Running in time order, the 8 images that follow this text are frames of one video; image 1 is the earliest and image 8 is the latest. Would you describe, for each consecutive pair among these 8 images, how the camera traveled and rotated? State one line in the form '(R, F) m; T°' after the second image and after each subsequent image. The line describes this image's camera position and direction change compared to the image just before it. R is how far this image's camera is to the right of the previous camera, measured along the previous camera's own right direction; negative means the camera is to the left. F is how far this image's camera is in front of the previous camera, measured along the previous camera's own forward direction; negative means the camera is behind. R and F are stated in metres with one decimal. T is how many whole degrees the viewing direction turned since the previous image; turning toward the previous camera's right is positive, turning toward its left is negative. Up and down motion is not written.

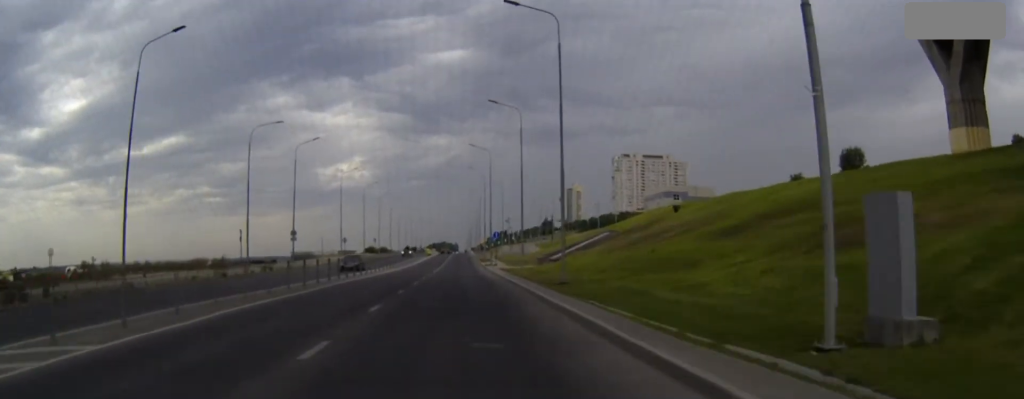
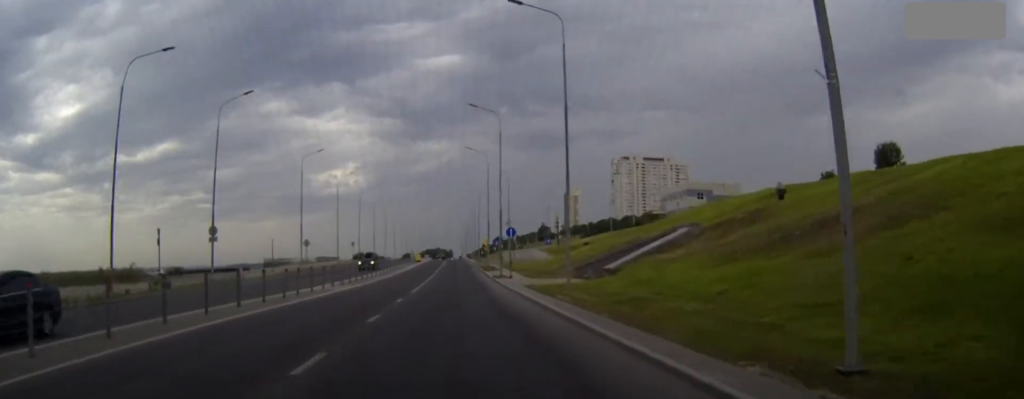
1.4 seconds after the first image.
(+0.1, +24.6) m; 0°
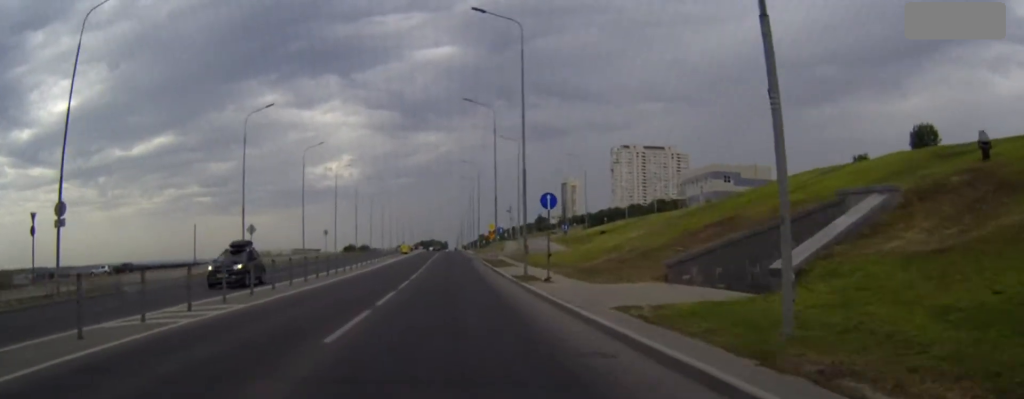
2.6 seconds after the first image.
(0.0, +21.3) m; 0°
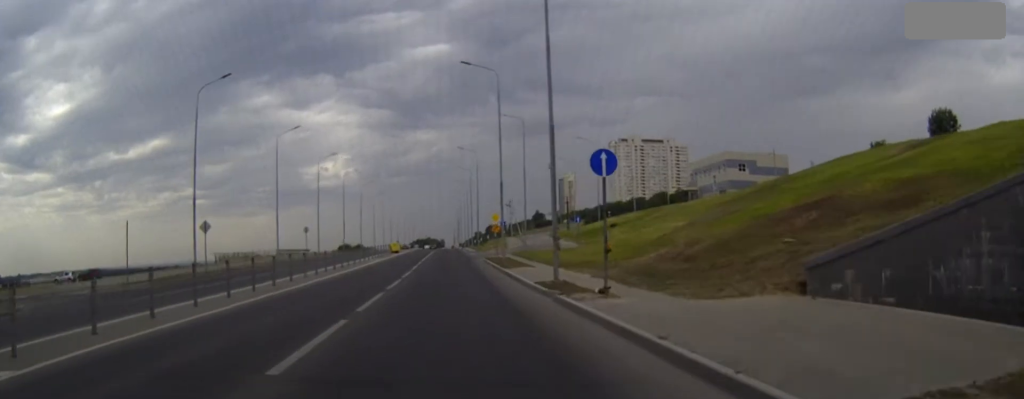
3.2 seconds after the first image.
(+0.1, +11.1) m; 0°
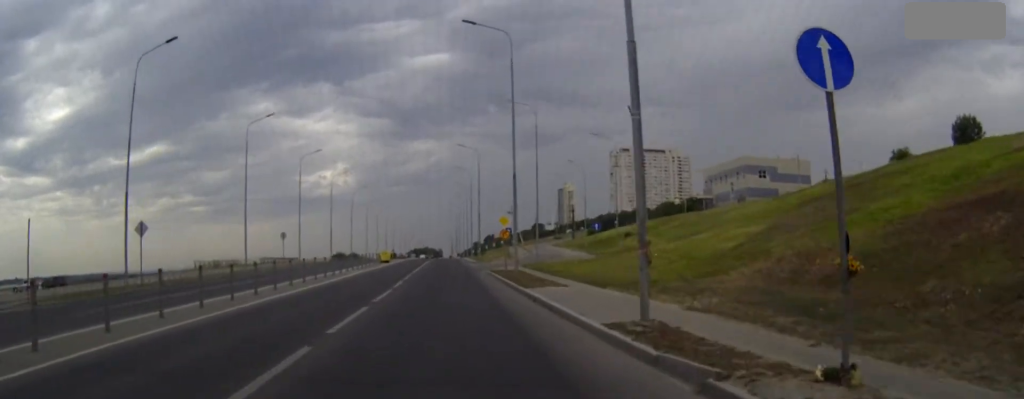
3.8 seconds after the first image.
(0.0, +11.1) m; 0°
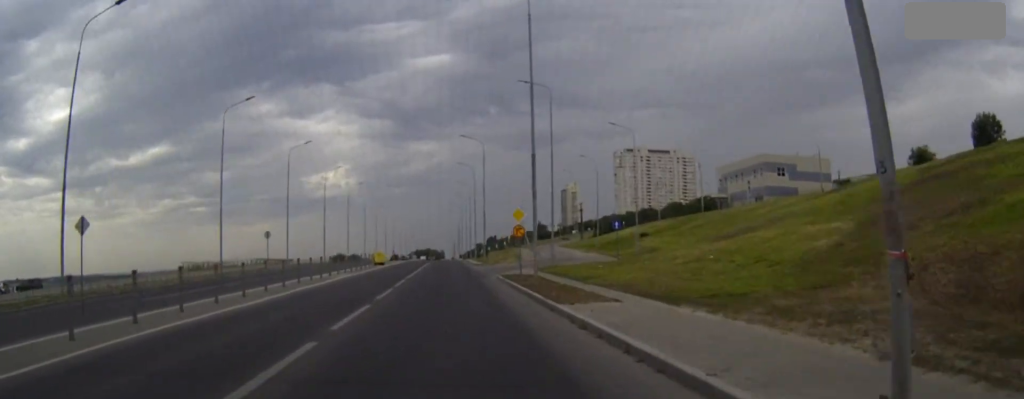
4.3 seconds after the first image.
(0.0, +7.6) m; 0°
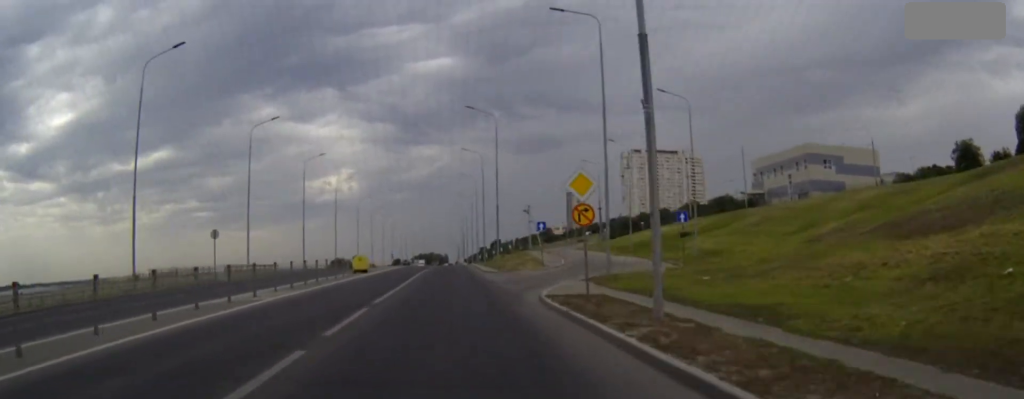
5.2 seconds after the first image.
(0.0, +16.9) m; 0°
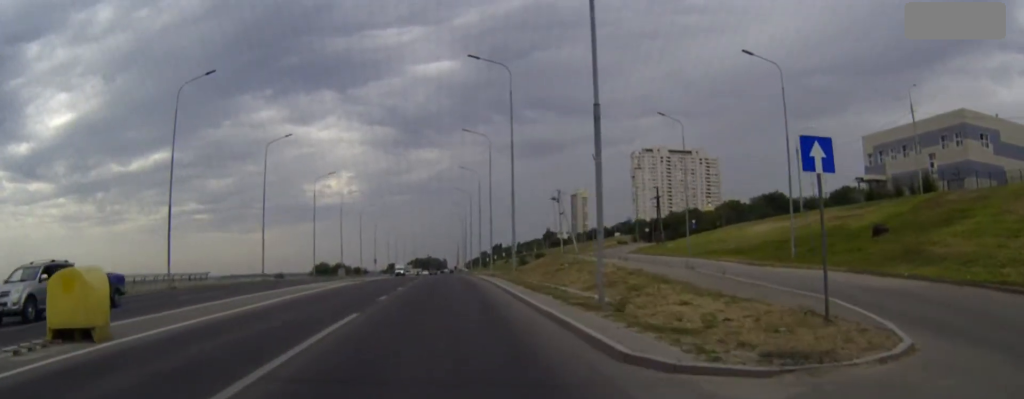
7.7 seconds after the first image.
(0.0, +41.9) m; 0°
